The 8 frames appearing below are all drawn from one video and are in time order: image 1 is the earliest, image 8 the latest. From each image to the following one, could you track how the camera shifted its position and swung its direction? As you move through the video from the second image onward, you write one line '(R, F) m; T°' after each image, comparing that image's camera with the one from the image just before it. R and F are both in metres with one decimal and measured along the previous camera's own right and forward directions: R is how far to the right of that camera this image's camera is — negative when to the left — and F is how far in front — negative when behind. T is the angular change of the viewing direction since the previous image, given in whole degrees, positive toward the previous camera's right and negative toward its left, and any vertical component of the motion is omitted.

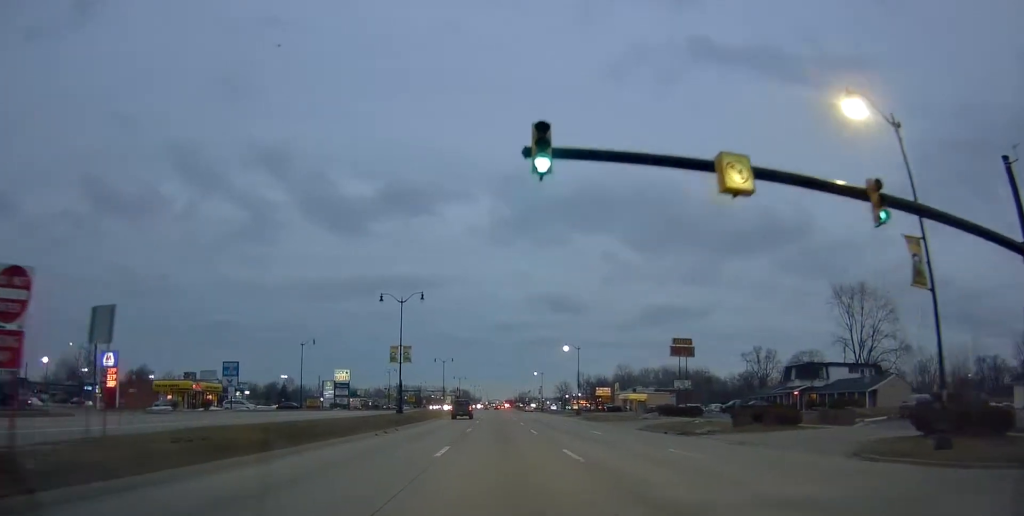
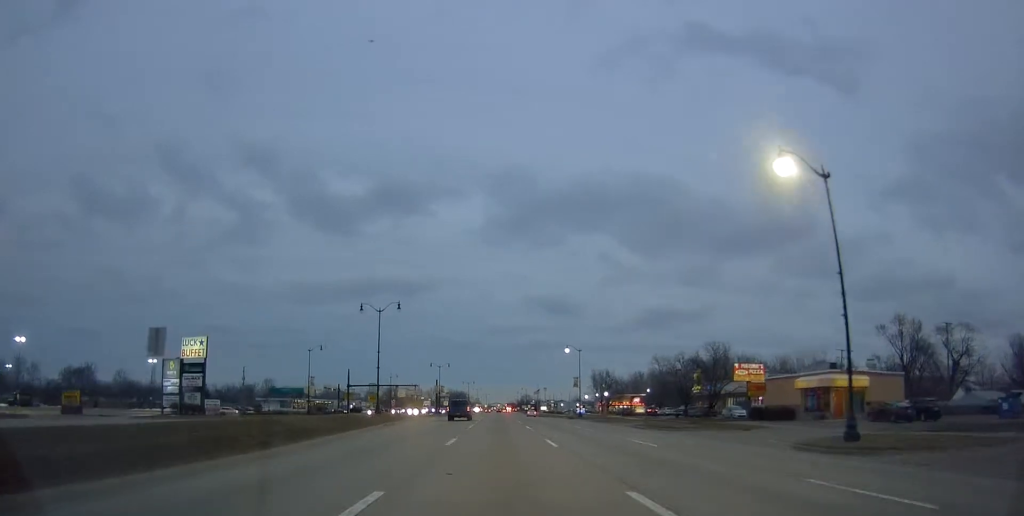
(-1.2, +71.2) m; 0°
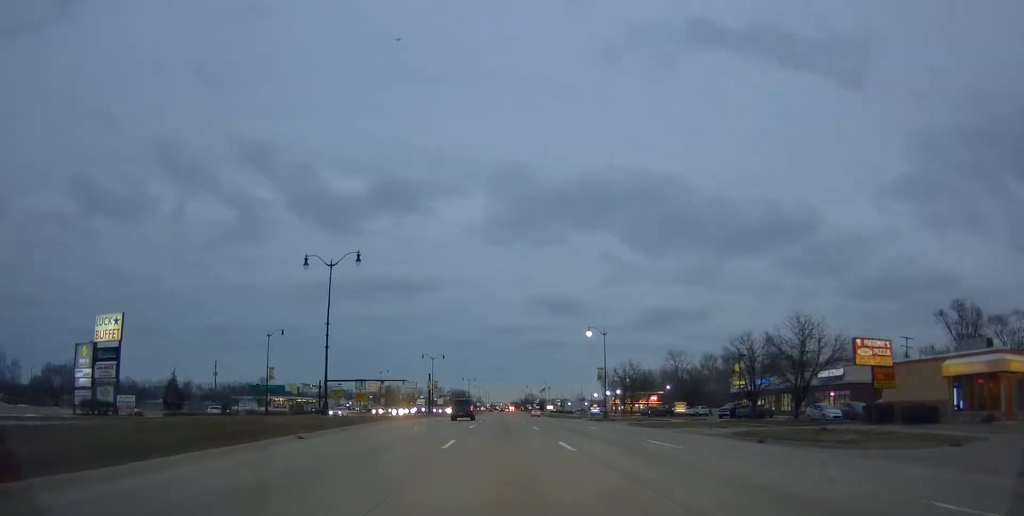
(-0.1, +18.6) m; 0°
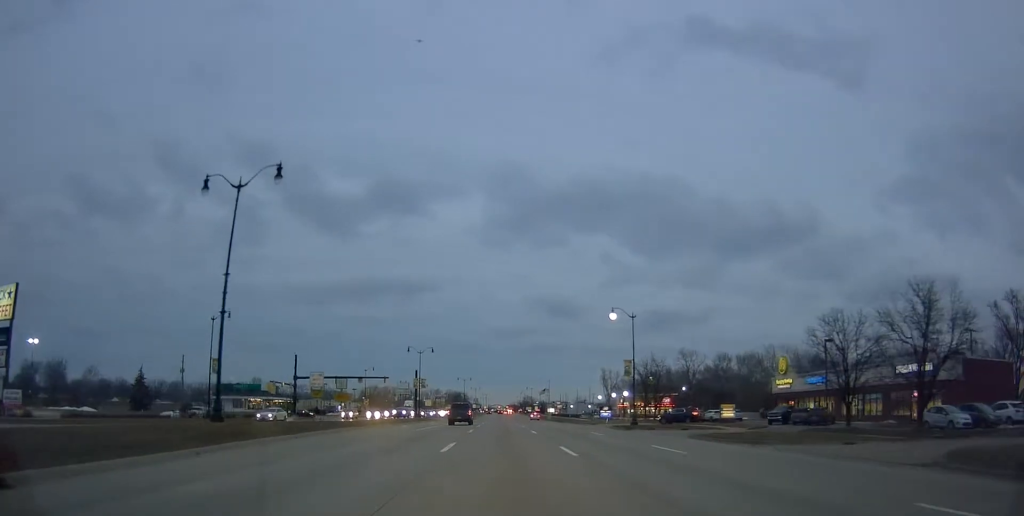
(+0.4, +15.5) m; -1°
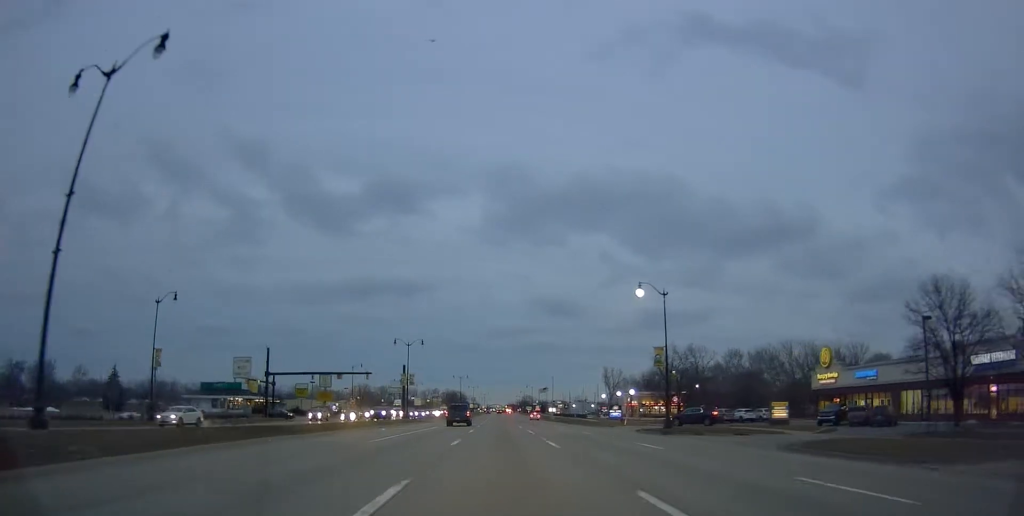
(-0.4, +11.0) m; -1°
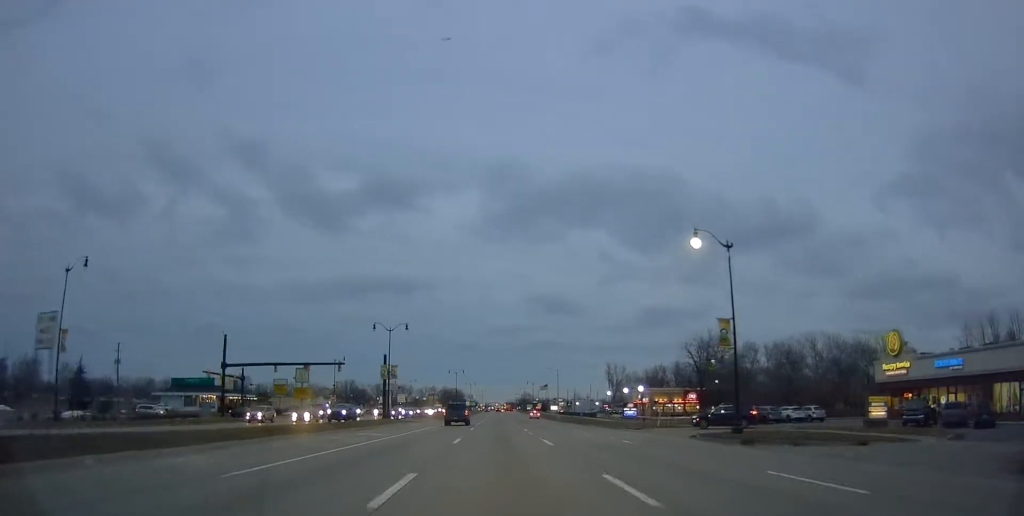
(-0.2, +13.2) m; -1°
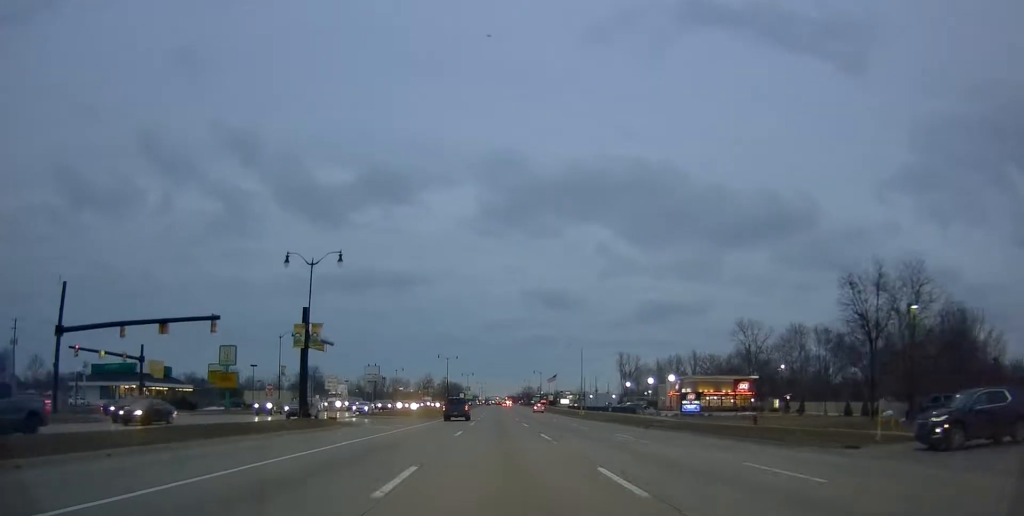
(+0.6, +30.0) m; +3°
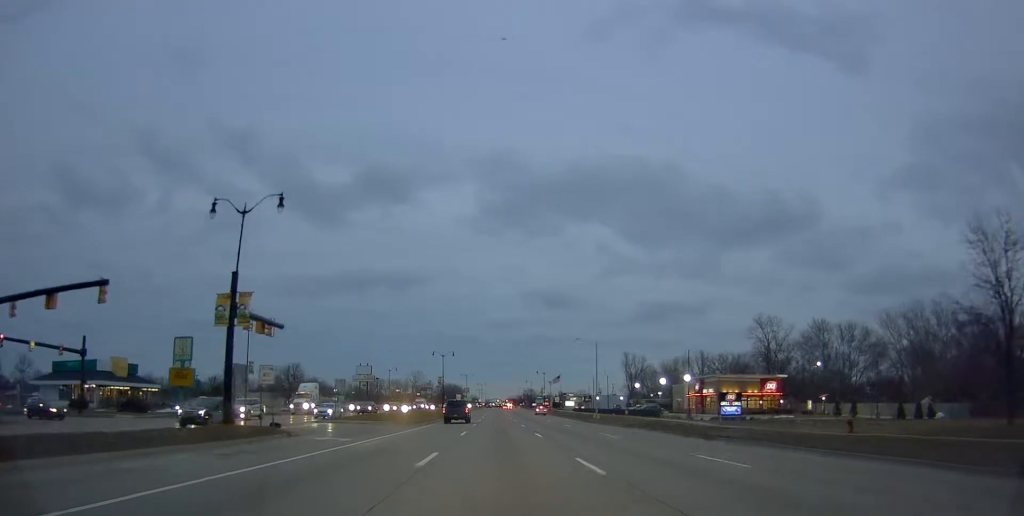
(+0.2, +11.7) m; +1°
